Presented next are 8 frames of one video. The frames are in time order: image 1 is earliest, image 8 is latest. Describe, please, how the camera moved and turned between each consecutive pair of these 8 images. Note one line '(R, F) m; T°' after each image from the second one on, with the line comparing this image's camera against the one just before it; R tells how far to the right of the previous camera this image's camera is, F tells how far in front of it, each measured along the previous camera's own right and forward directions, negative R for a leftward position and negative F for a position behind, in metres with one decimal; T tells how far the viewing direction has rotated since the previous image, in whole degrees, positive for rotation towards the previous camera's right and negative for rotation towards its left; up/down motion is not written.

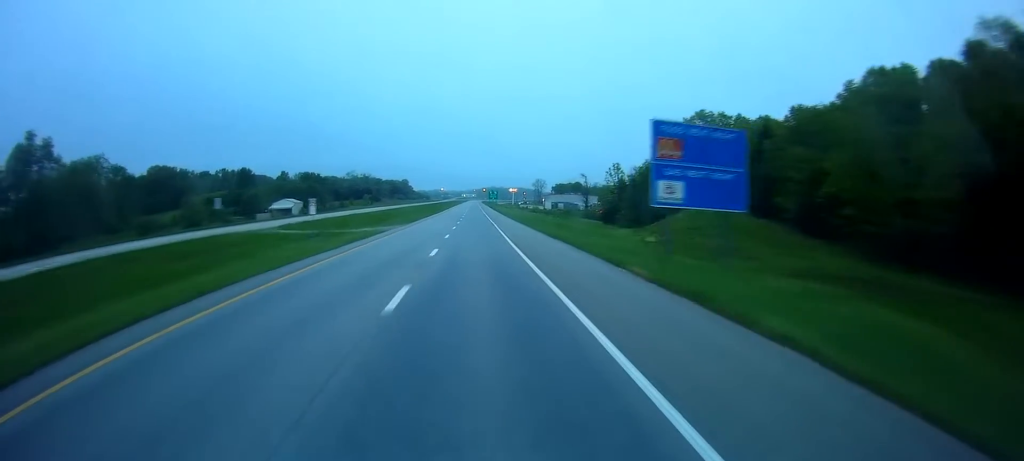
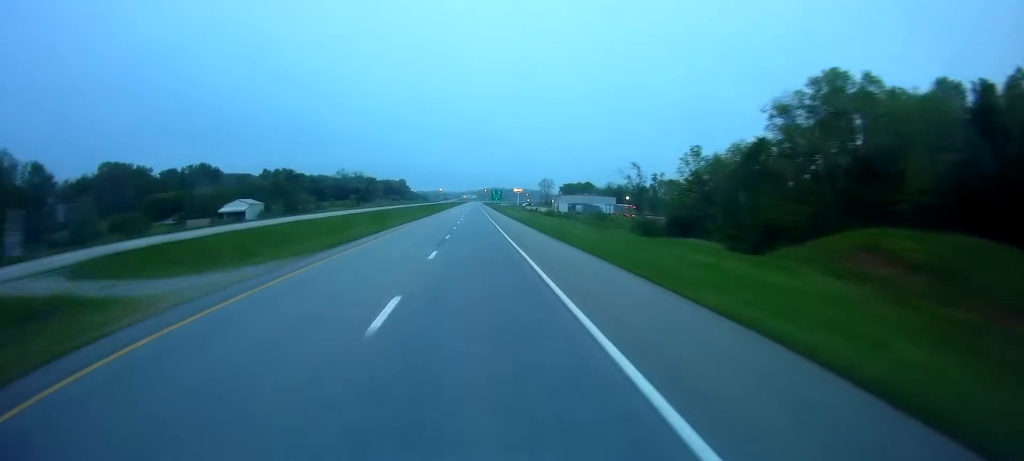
(0.0, +37.5) m; 0°
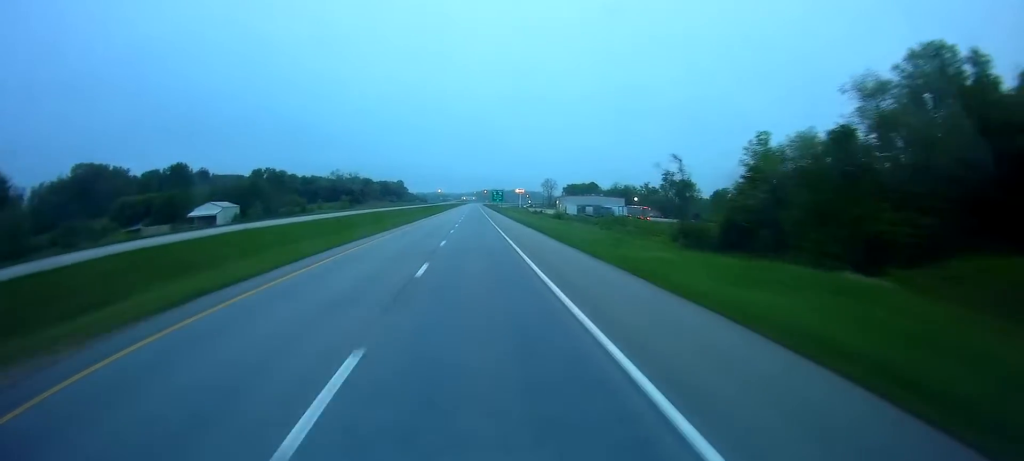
(-0.1, +16.7) m; 0°
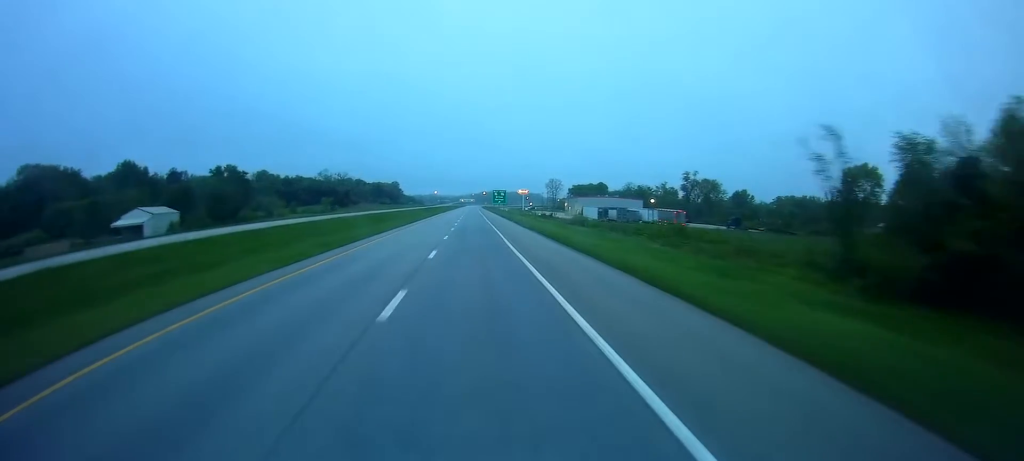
(-0.1, +30.3) m; 0°
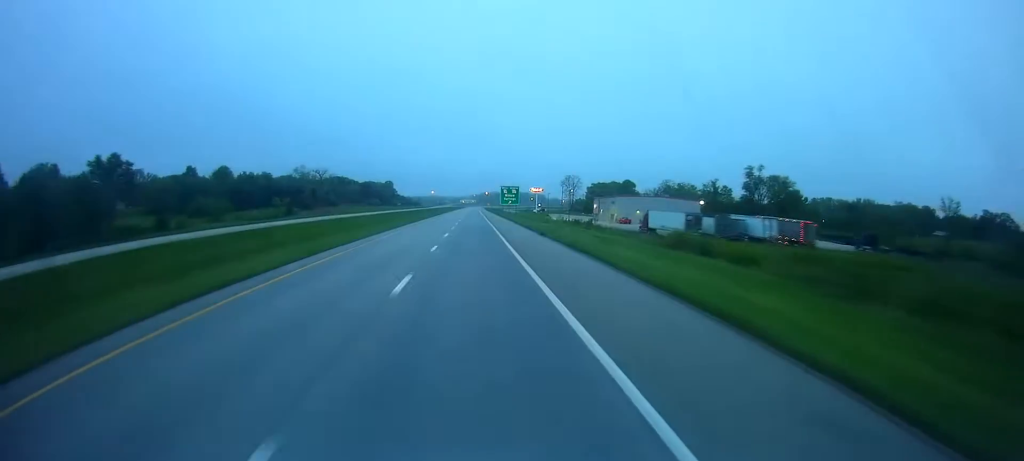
(+0.1, +56.9) m; +1°
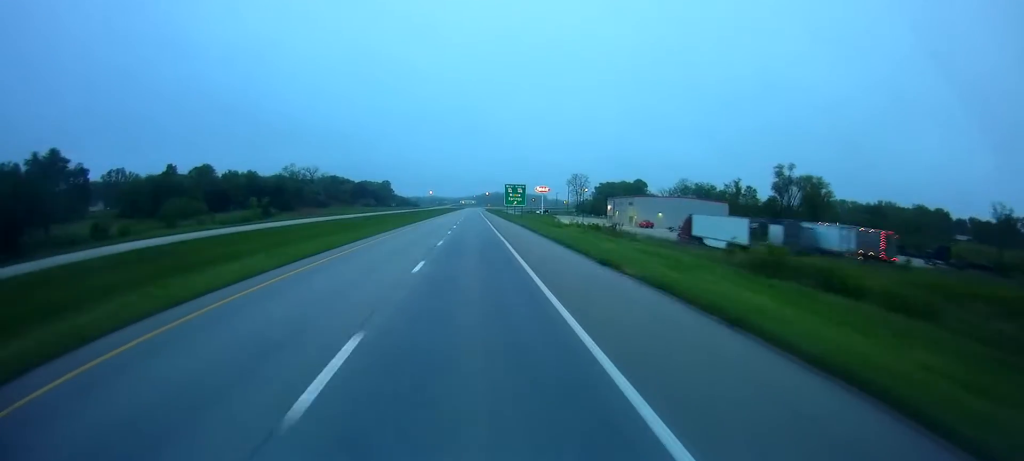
(+0.3, +19.6) m; 0°
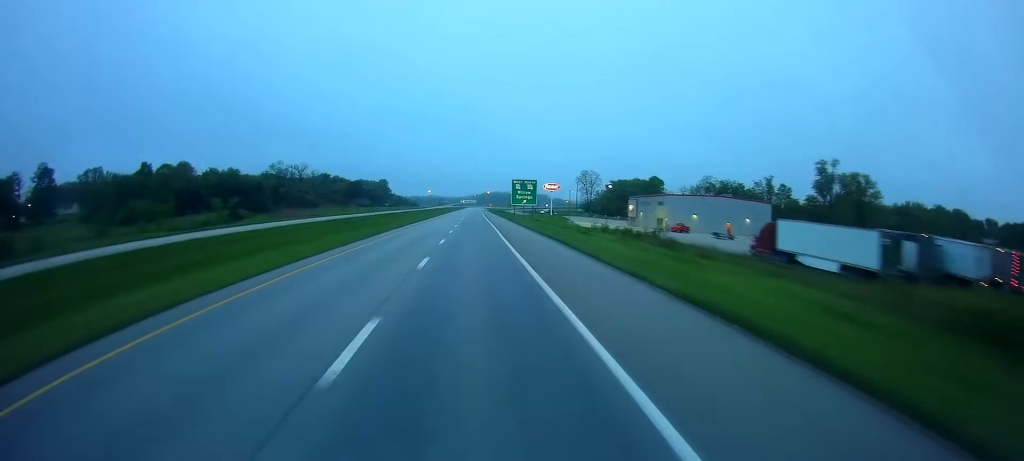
(-0.3, +22.8) m; 0°
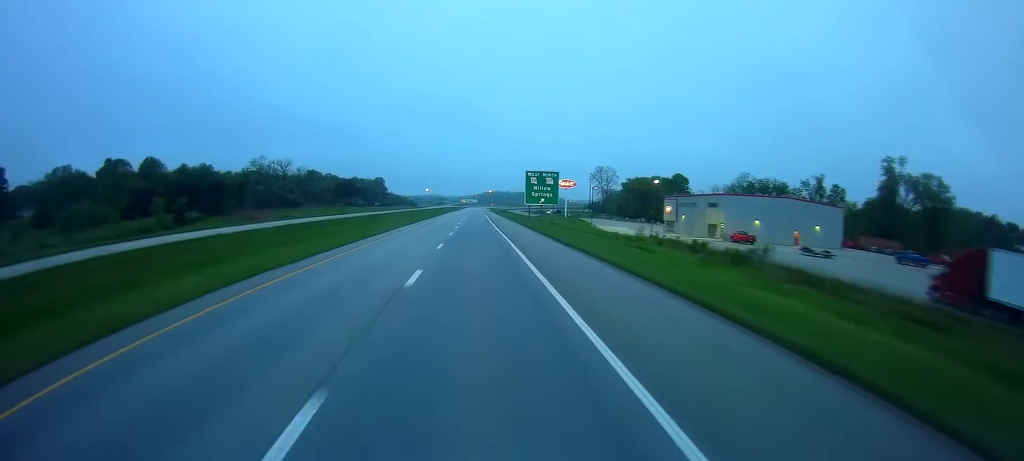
(0.0, +27.9) m; 0°
